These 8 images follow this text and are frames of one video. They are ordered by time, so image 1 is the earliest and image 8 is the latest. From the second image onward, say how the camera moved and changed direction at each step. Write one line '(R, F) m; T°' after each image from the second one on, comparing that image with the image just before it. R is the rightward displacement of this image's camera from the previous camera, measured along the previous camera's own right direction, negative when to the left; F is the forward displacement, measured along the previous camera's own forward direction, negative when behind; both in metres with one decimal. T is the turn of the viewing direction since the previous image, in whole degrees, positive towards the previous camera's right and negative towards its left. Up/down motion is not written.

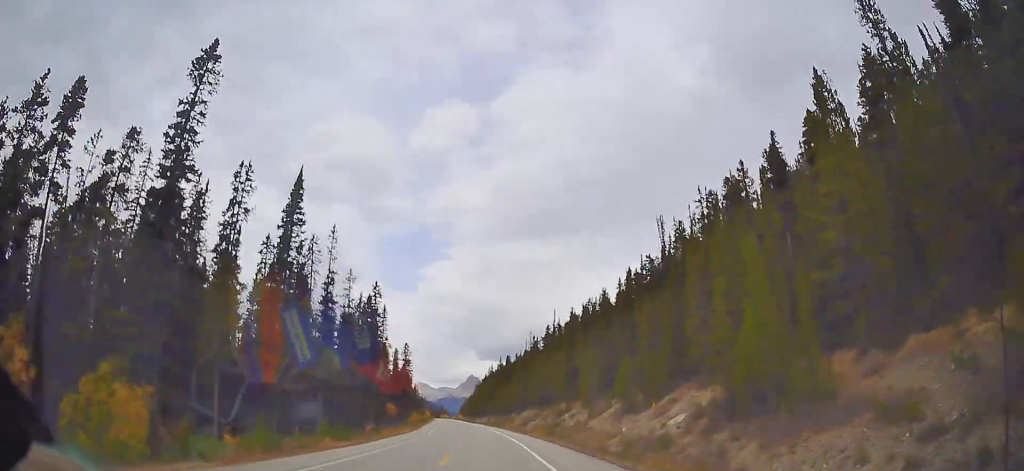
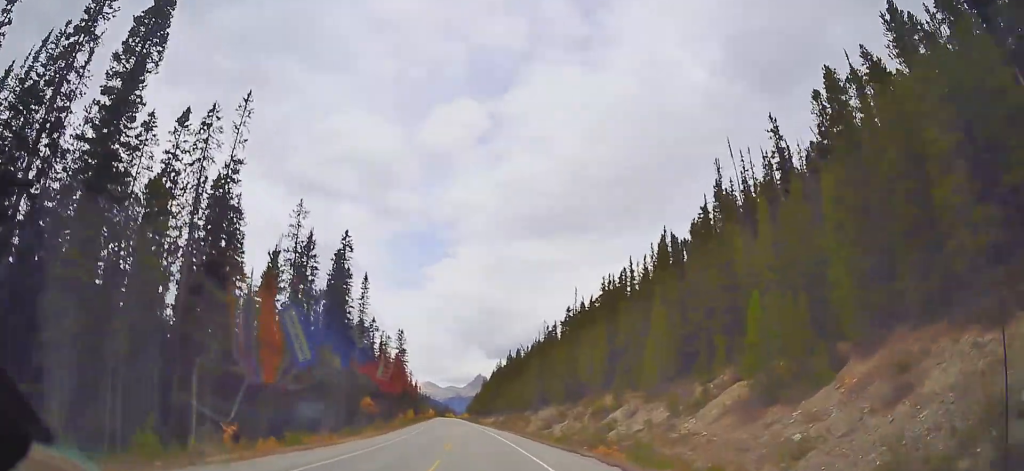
(0.0, +30.2) m; 0°
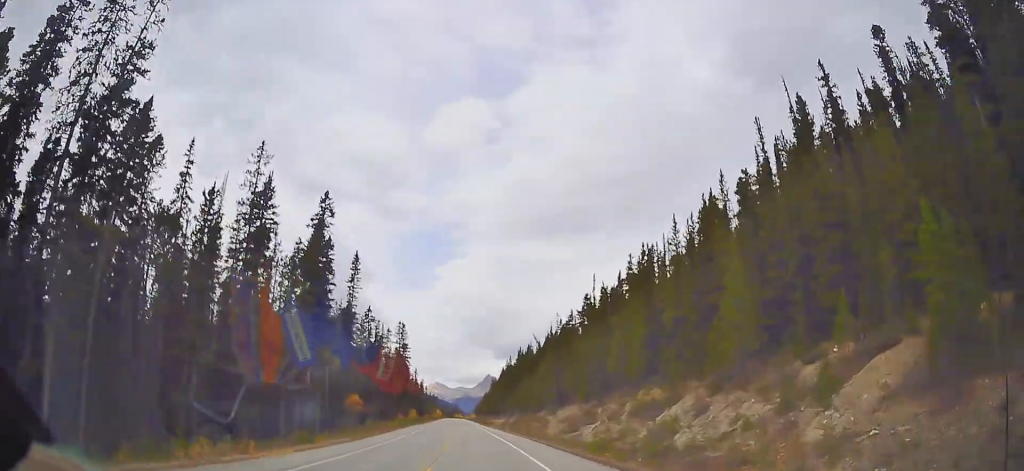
(-0.1, +14.7) m; 0°
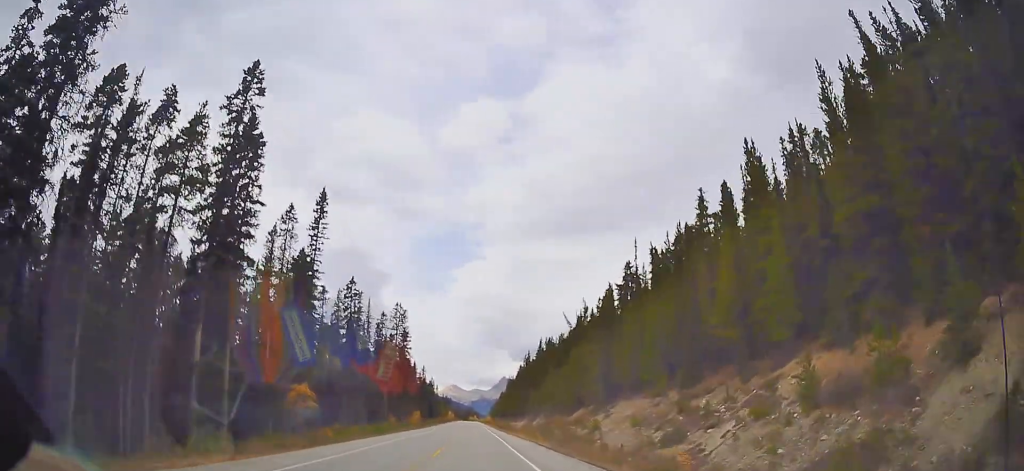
(-0.1, +28.5) m; -1°
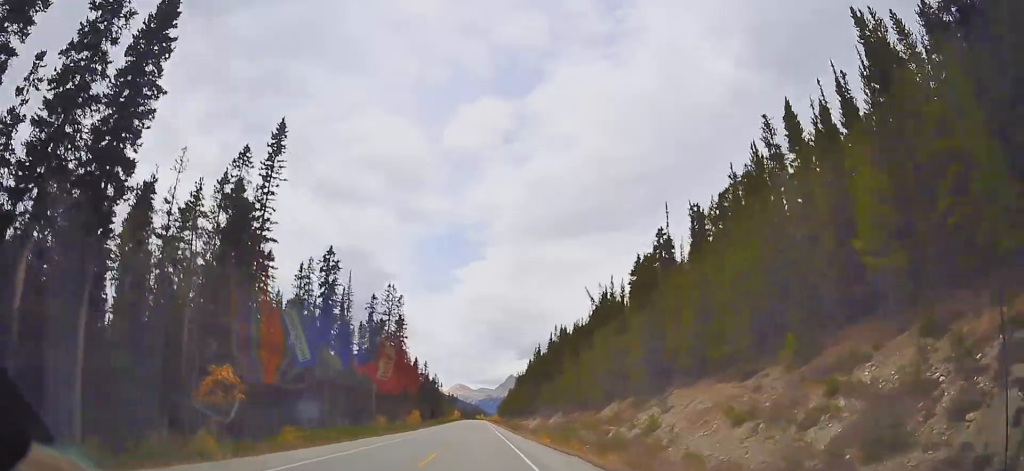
(-0.3, +17.9) m; -1°
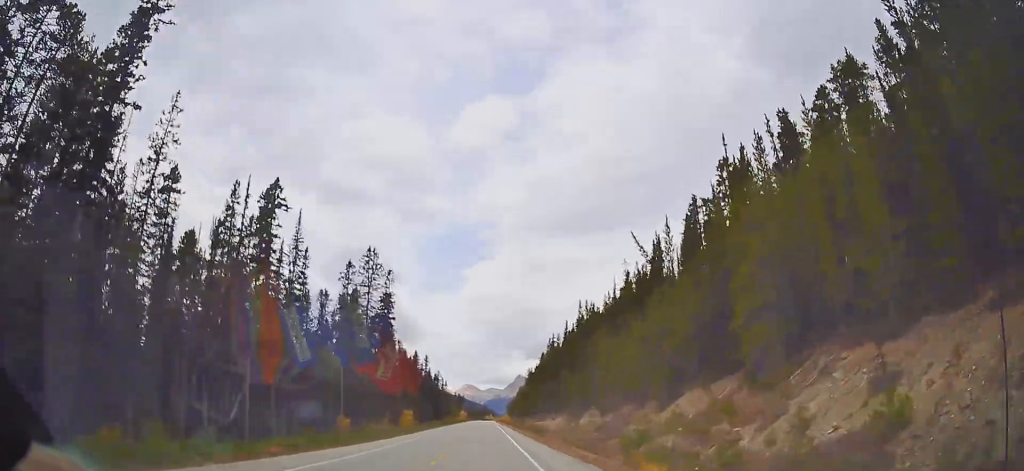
(-0.4, +24.4) m; -1°
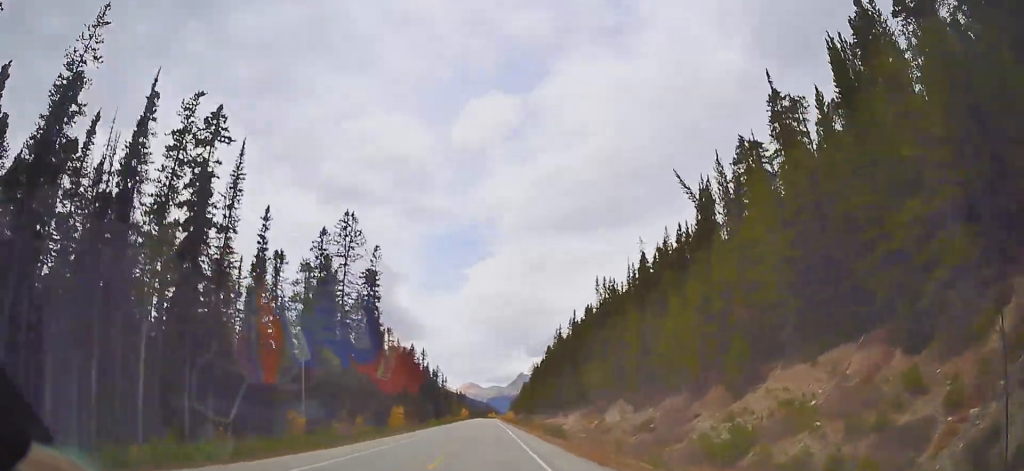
(0.0, +15.5) m; 0°
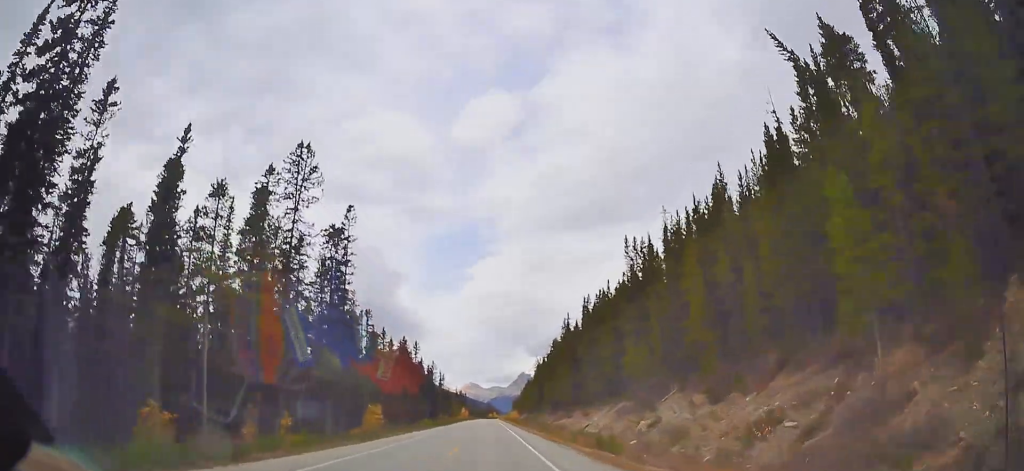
(-0.2, +19.7) m; 0°
